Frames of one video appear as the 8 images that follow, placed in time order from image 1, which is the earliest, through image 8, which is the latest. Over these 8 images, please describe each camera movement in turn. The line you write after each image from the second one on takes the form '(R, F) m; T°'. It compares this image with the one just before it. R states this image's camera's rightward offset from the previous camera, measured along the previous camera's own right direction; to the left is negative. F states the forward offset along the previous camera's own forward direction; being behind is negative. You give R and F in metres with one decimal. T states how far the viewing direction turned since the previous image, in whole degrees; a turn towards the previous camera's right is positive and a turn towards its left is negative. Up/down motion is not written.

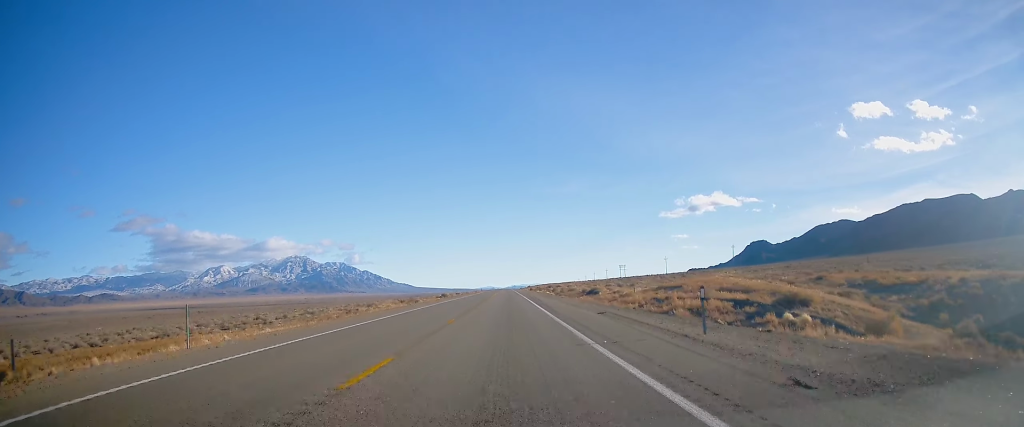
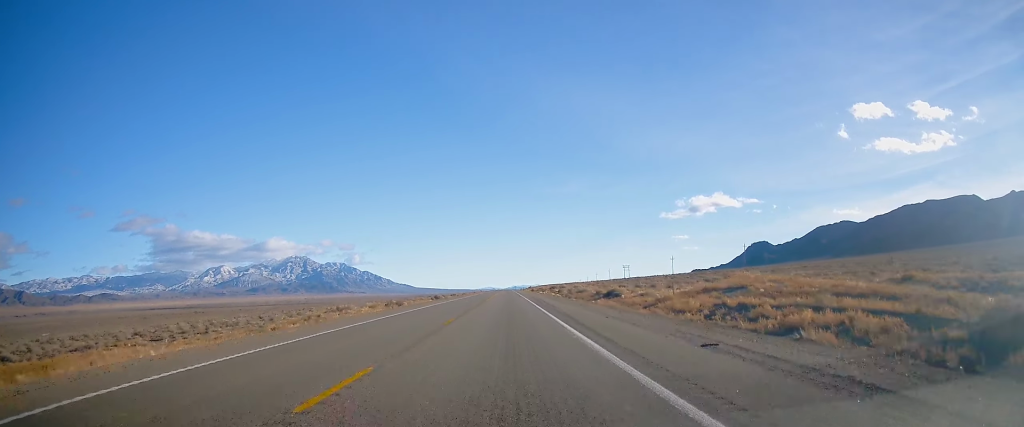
(0.0, +13.6) m; 0°
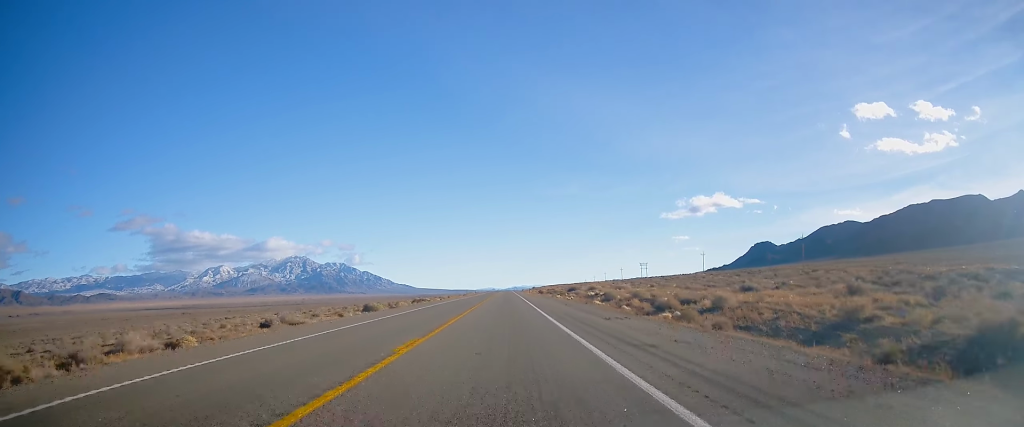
(-0.1, +54.9) m; 0°
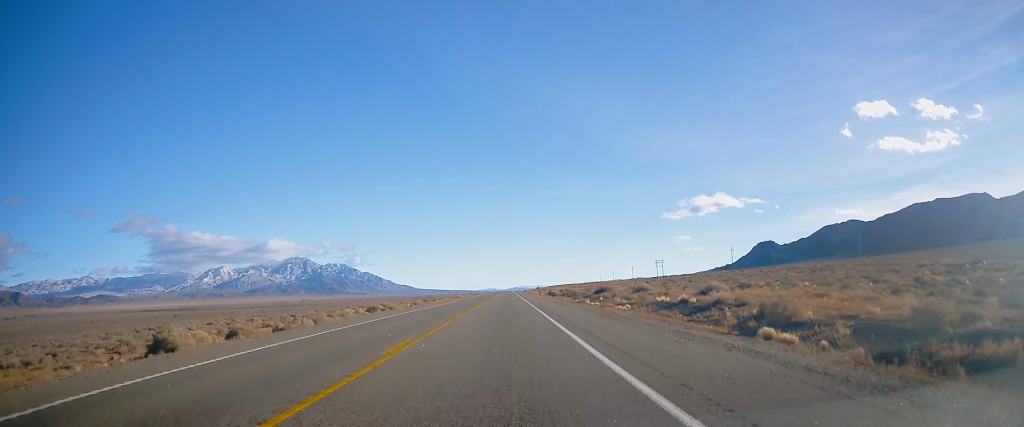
(0.0, +37.0) m; -1°
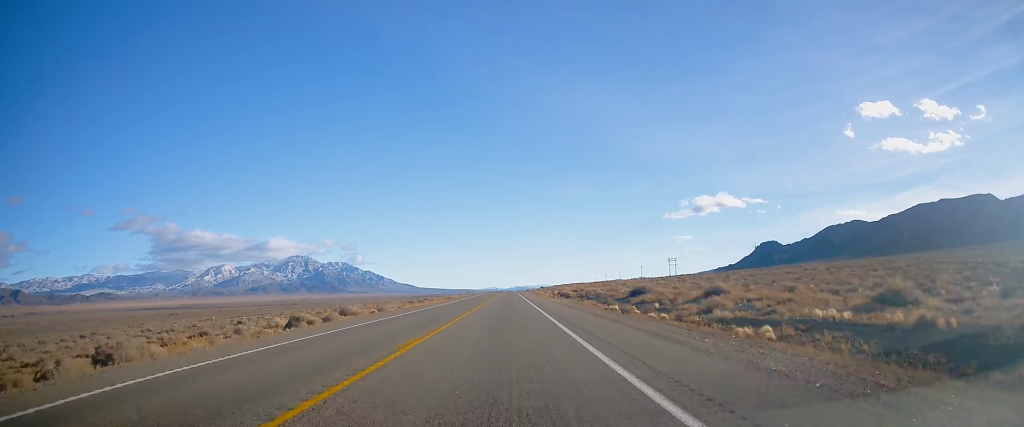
(-0.2, +23.6) m; 0°
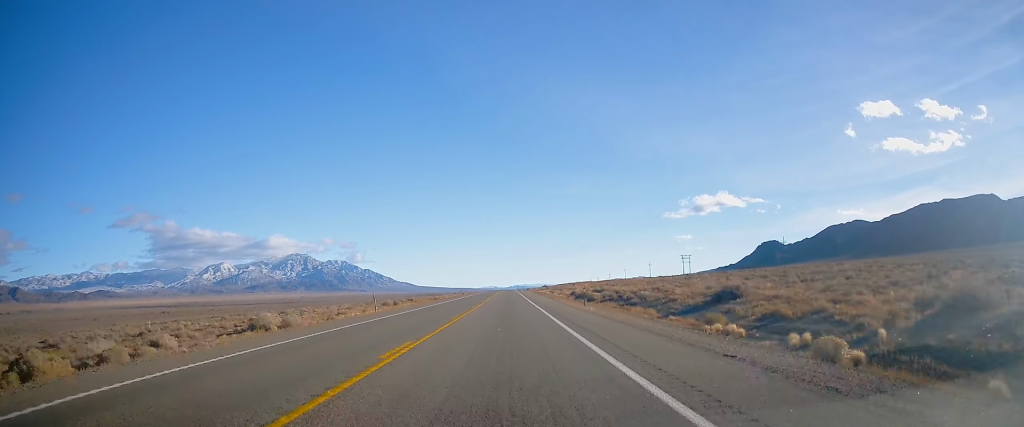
(+0.1, +25.8) m; 0°
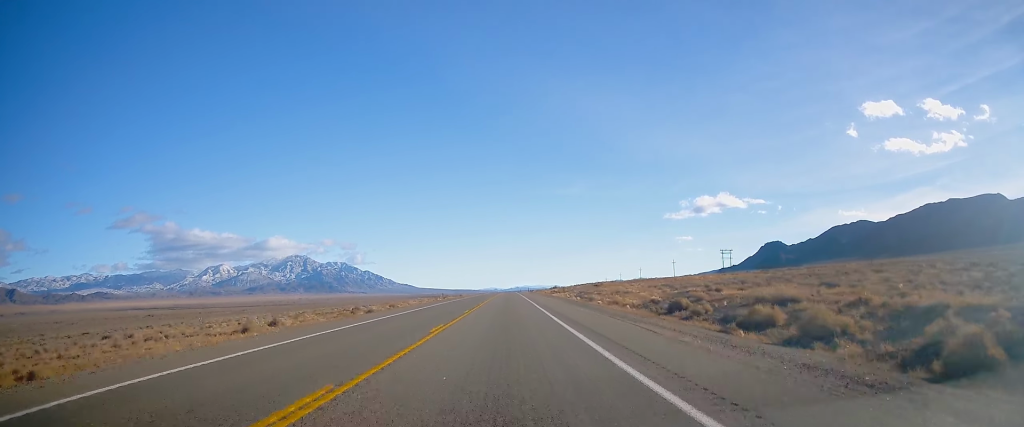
(+0.3, +55.0) m; 0°
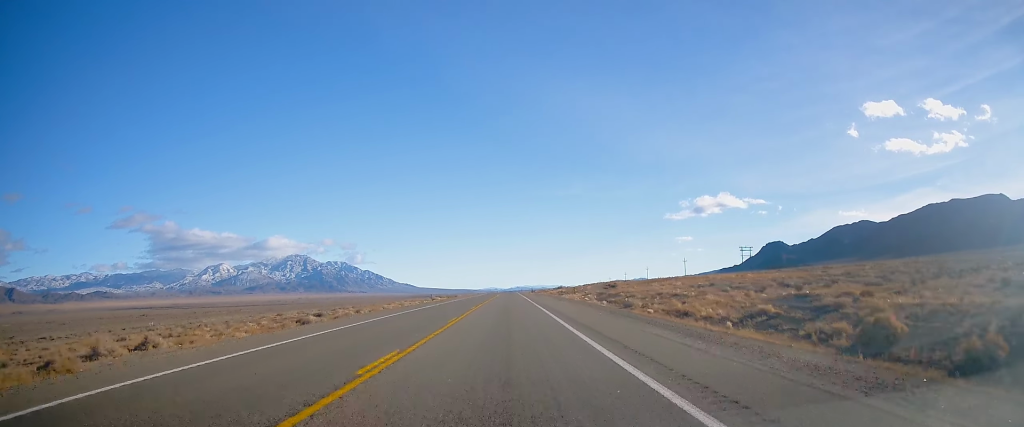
(-0.1, +20.2) m; 0°
